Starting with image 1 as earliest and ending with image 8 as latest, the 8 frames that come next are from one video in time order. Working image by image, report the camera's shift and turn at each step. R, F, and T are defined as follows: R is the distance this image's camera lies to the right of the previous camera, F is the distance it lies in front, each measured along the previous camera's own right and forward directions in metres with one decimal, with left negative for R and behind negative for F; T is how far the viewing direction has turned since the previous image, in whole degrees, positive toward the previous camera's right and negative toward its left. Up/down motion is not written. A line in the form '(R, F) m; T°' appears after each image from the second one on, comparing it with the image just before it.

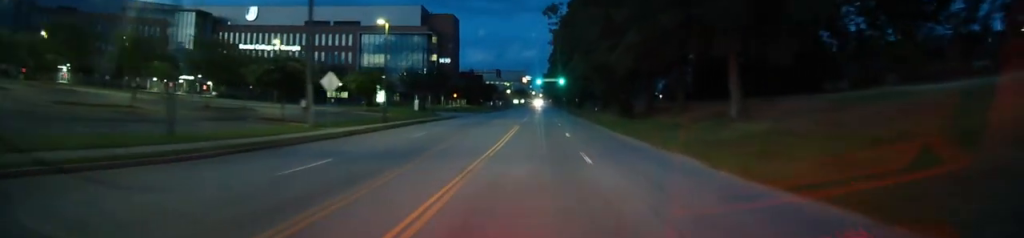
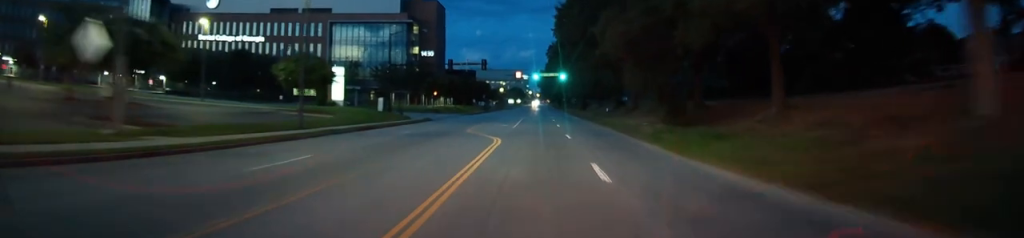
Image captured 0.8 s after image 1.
(-0.3, +18.7) m; -1°
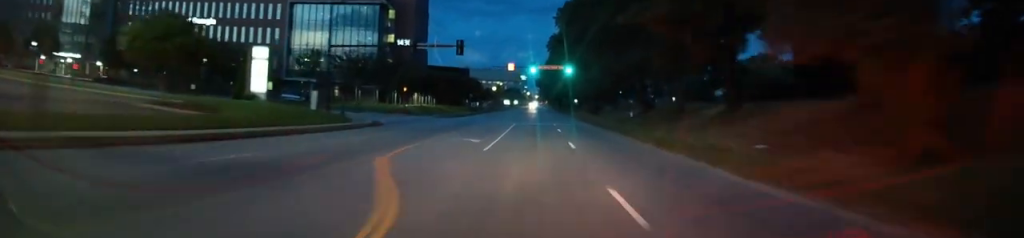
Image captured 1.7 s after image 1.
(+0.1, +20.5) m; +1°
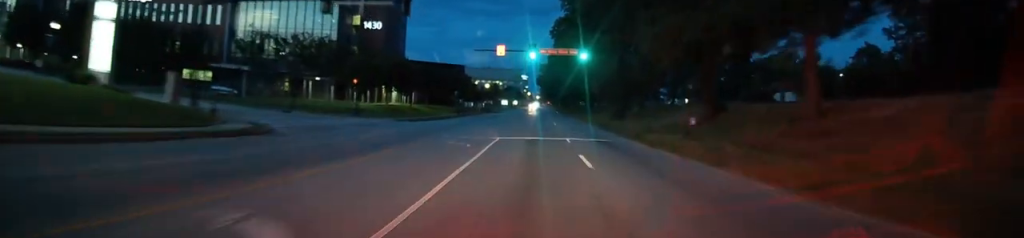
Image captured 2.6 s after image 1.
(+0.3, +21.1) m; +1°
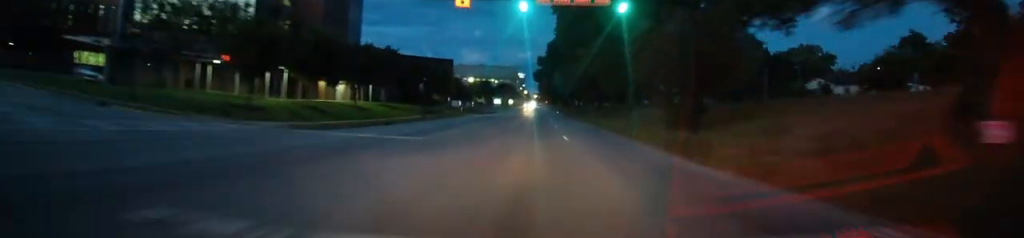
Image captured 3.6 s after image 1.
(+0.2, +23.1) m; 0°
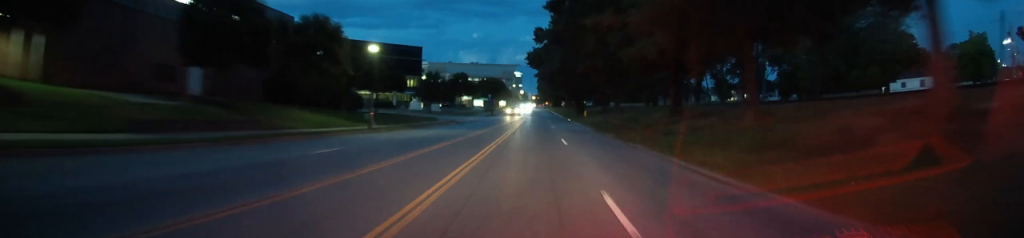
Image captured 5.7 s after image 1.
(+0.6, +52.2) m; 0°
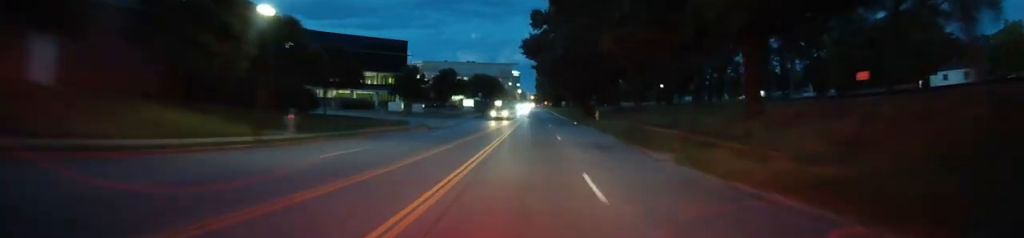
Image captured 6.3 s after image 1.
(-0.6, +14.8) m; -1°
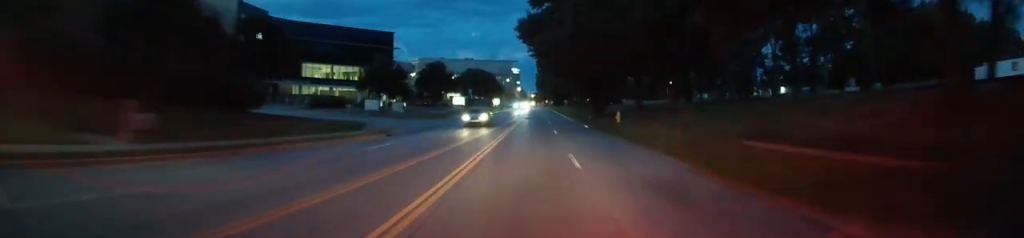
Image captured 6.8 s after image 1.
(-0.1, +14.4) m; 0°
